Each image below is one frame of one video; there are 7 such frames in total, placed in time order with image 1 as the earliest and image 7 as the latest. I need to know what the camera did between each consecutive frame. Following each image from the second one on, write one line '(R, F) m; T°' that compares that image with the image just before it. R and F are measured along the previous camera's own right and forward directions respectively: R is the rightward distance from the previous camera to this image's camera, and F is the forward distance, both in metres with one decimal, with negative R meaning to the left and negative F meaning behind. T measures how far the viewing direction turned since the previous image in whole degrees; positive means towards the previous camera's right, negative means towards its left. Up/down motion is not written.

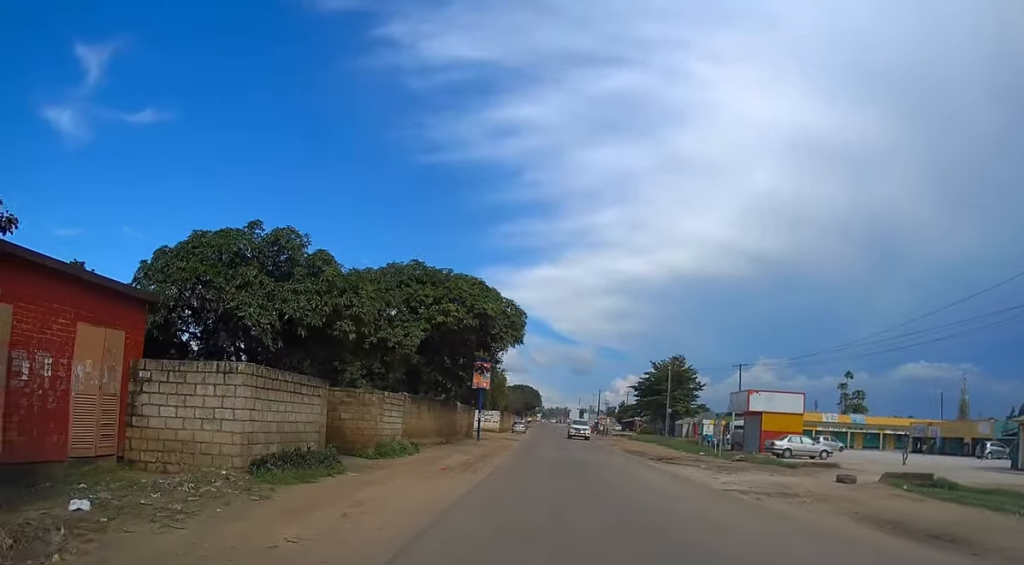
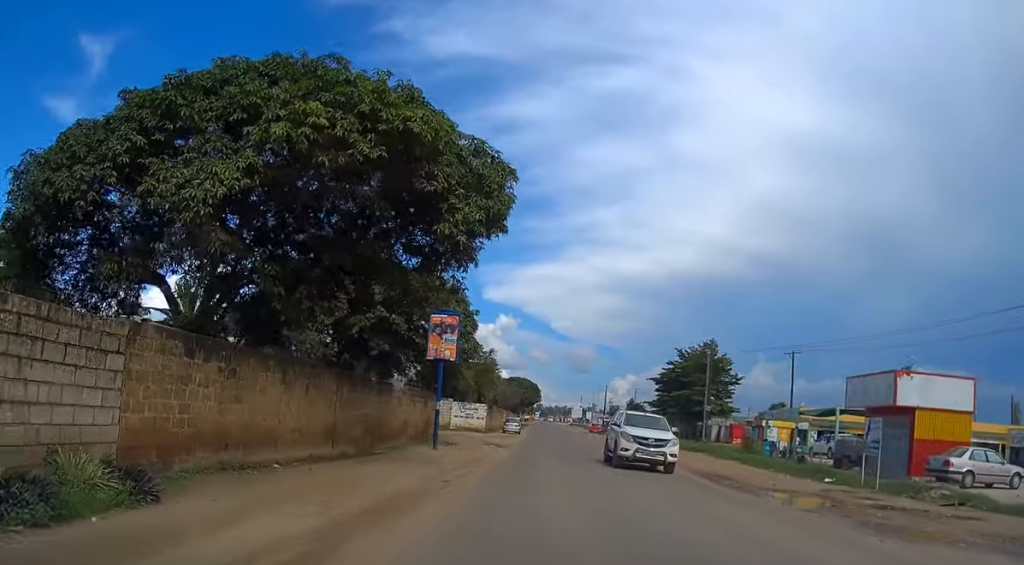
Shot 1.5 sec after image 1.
(+0.2, +18.7) m; +1°
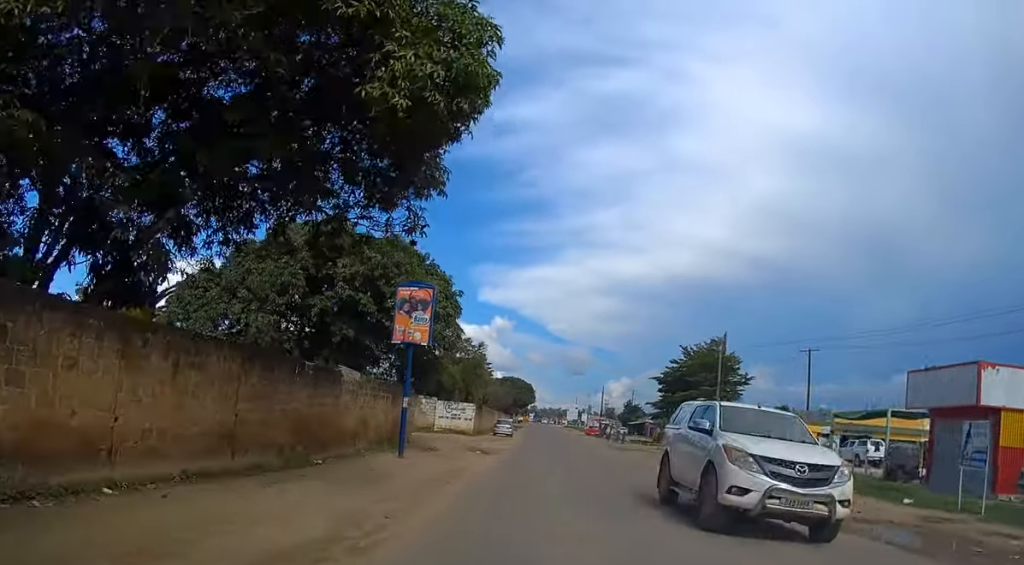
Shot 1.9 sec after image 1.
(0.0, +5.8) m; 0°
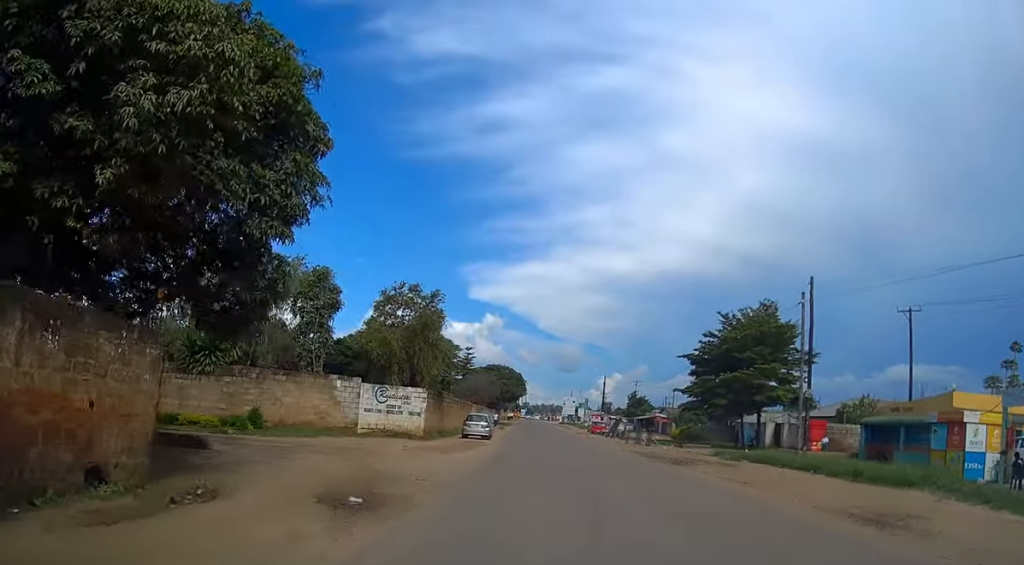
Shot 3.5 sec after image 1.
(+0.2, +19.9) m; +1°
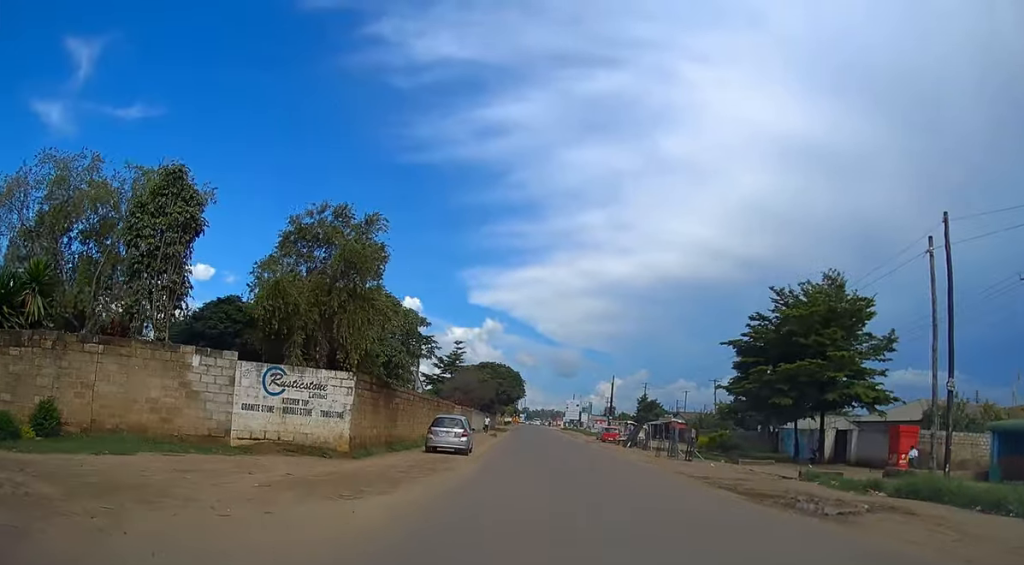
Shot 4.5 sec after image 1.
(0.0, +13.4) m; 0°
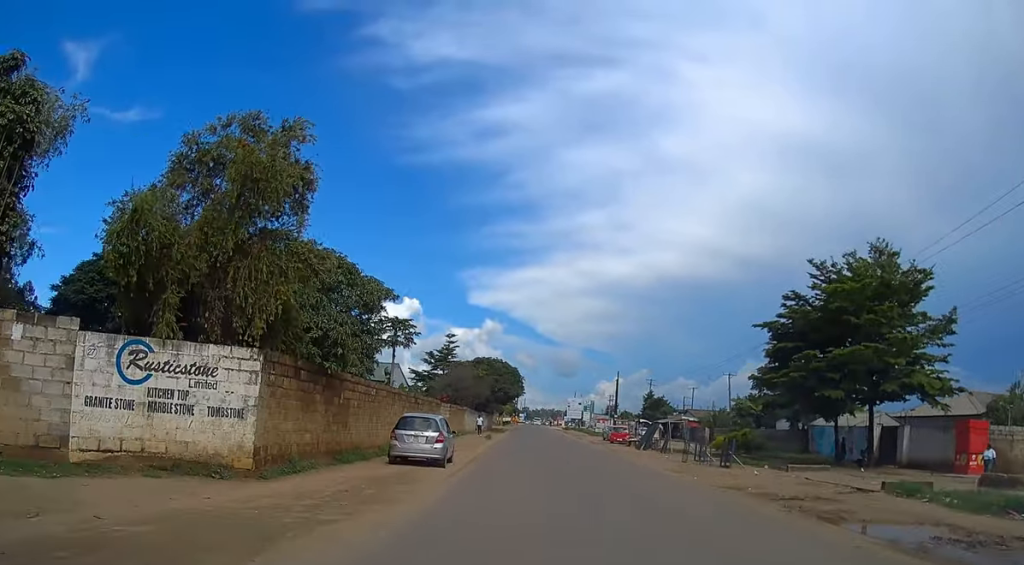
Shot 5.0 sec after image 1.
(0.0, +7.1) m; 0°
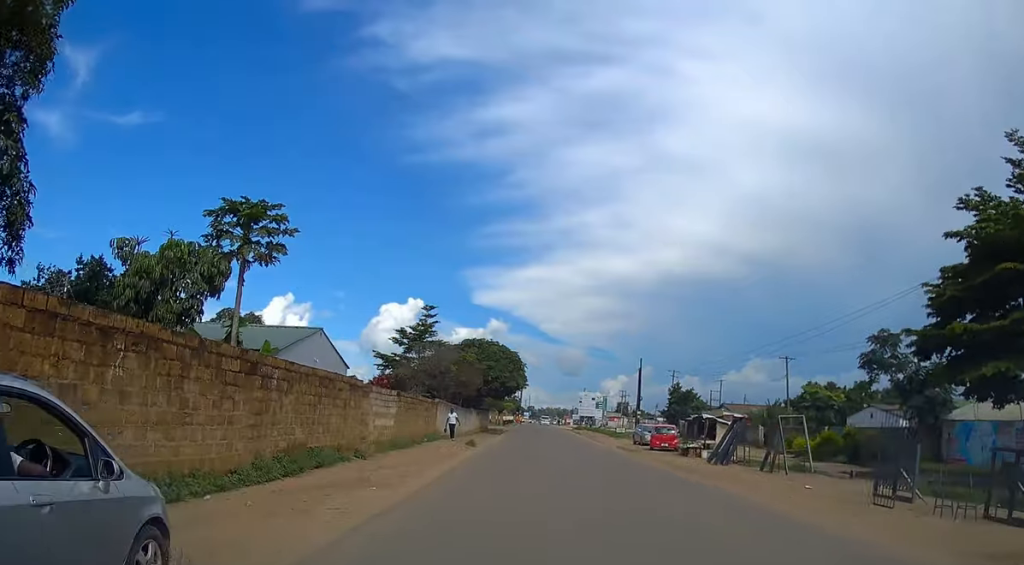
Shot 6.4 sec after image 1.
(0.0, +18.6) m; 0°
